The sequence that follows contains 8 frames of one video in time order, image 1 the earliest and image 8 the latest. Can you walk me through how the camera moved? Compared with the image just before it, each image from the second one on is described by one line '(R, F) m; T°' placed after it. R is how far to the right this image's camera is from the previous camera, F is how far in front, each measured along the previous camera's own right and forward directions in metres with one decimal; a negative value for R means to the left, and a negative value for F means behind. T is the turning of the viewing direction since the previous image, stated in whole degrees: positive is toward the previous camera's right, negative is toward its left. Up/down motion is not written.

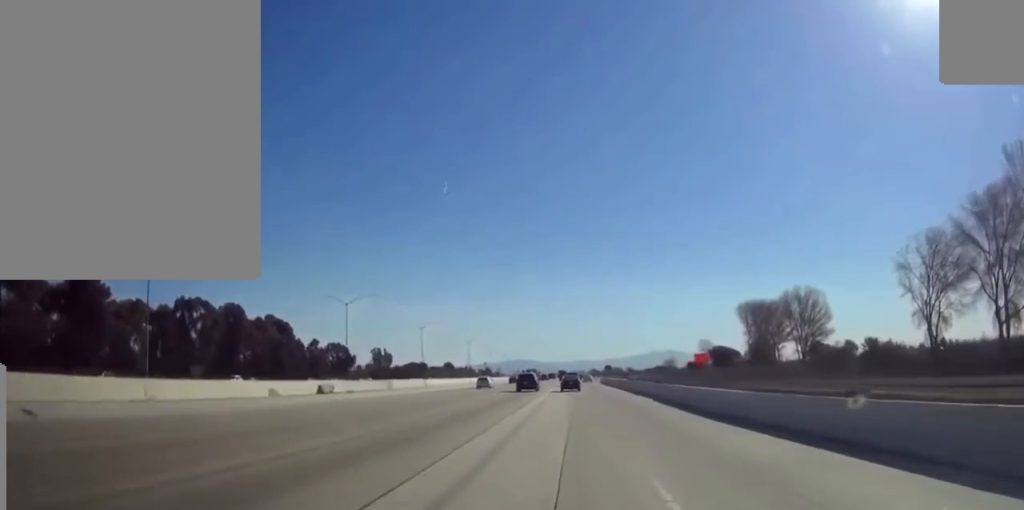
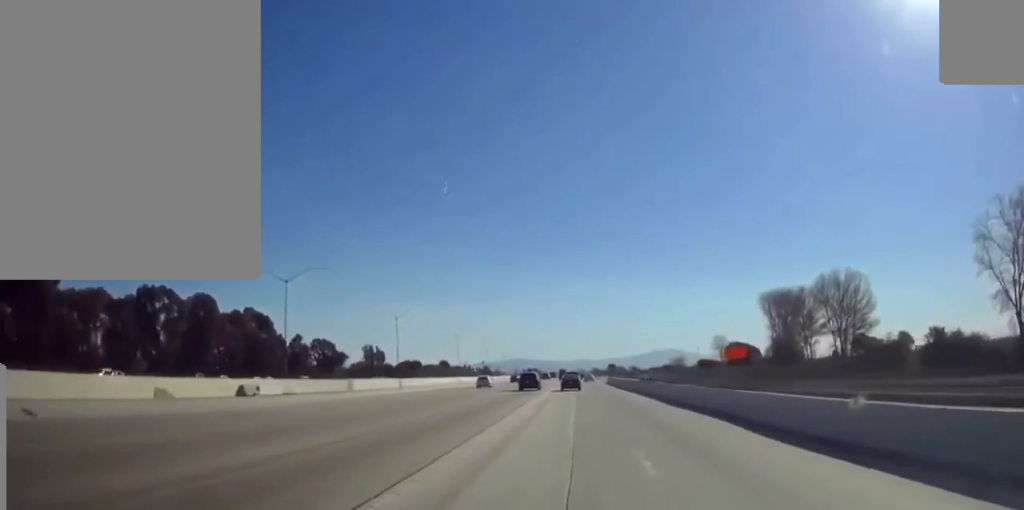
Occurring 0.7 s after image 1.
(0.0, +20.1) m; 0°
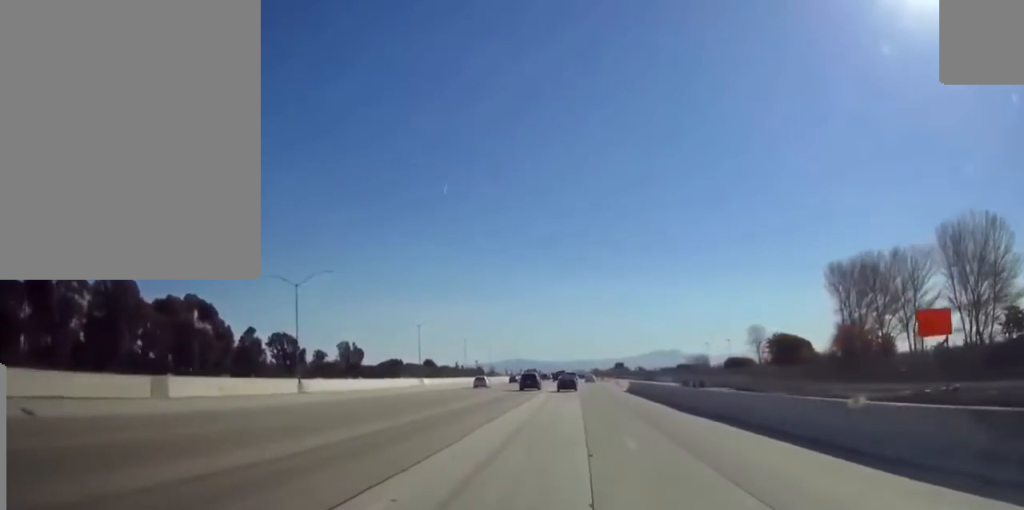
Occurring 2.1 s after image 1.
(0.0, +42.2) m; 0°
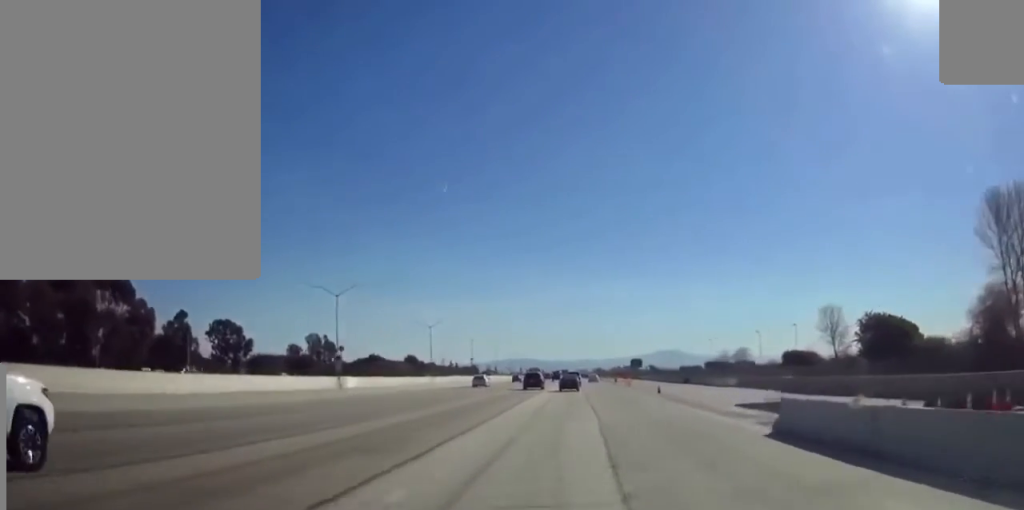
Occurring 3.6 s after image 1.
(0.0, +47.2) m; 0°
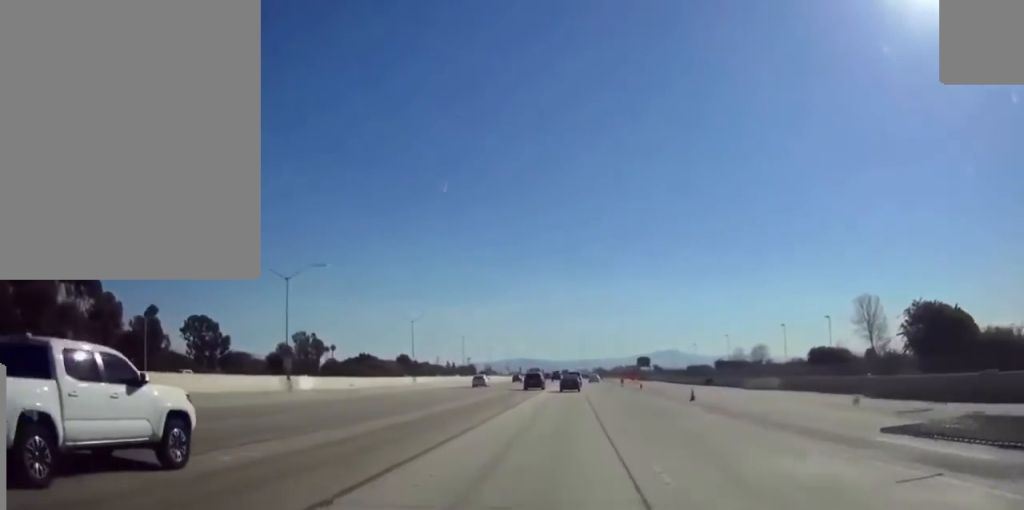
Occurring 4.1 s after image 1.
(0.0, +15.5) m; 0°
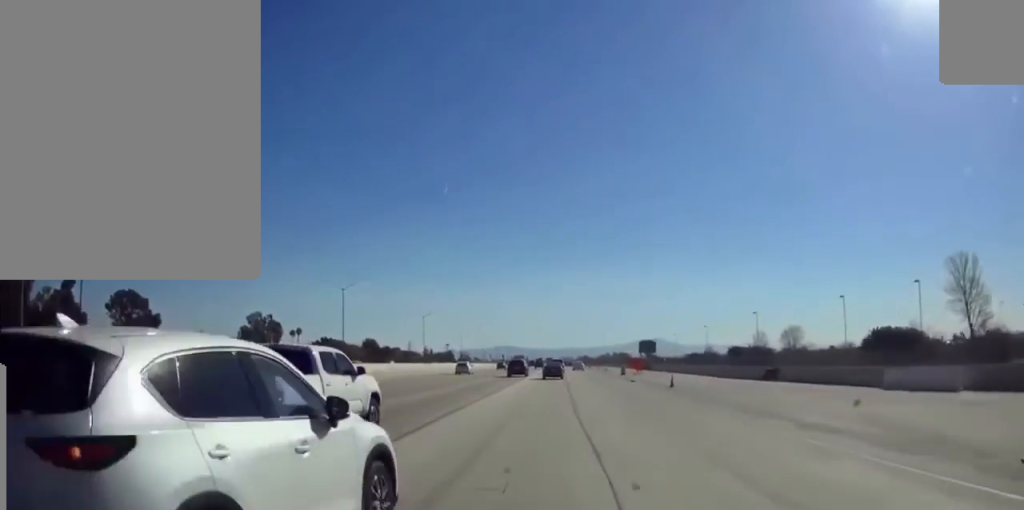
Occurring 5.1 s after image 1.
(0.0, +30.8) m; 0°
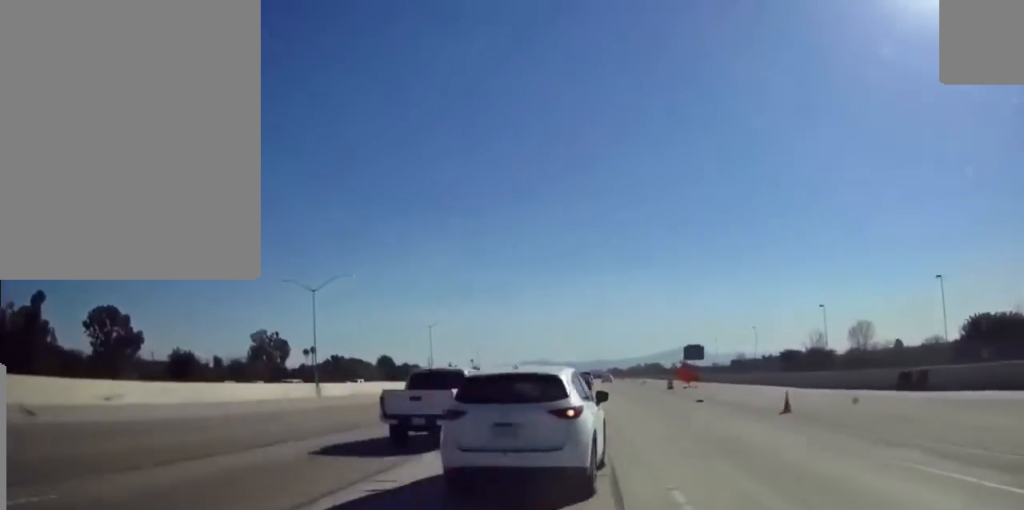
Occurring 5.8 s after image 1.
(0.0, +19.8) m; 0°
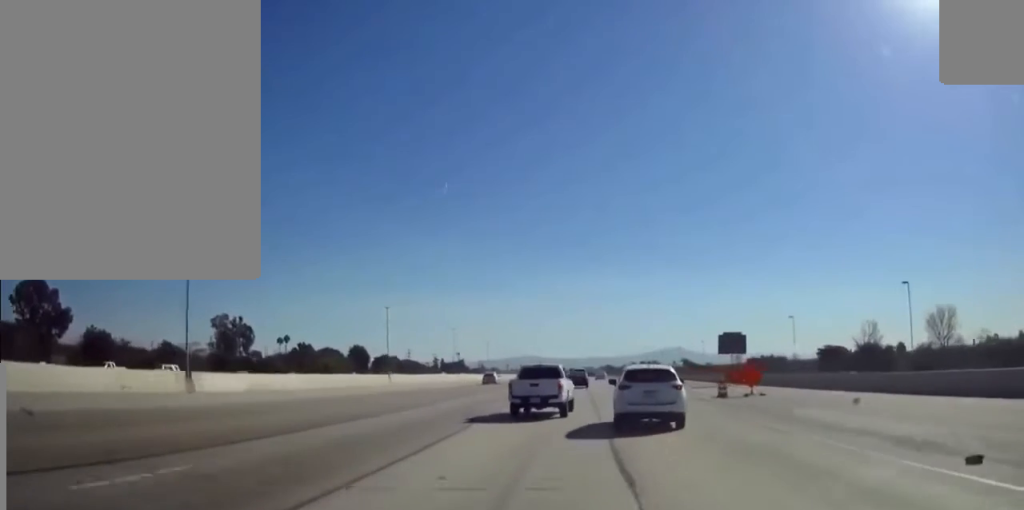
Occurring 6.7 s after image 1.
(-0.1, +25.3) m; 0°
